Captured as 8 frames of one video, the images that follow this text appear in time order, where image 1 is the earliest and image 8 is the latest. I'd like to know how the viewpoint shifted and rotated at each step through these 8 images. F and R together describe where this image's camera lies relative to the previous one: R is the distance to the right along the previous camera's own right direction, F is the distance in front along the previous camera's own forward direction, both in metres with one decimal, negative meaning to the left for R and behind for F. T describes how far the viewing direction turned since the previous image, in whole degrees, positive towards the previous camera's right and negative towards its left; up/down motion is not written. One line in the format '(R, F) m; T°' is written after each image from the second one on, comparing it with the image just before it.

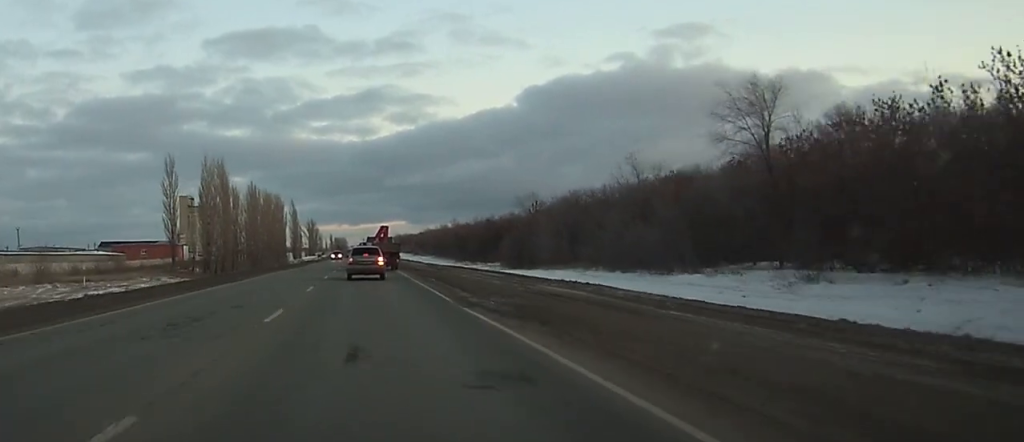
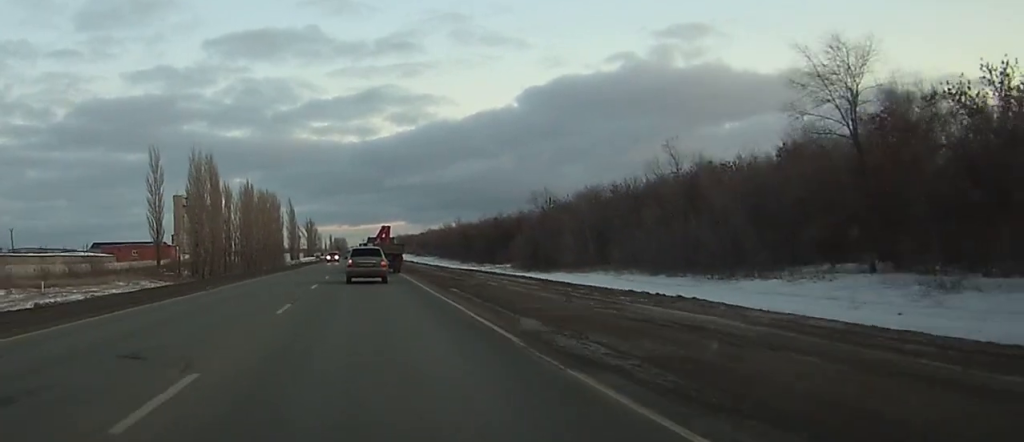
(0.0, +9.6) m; 0°
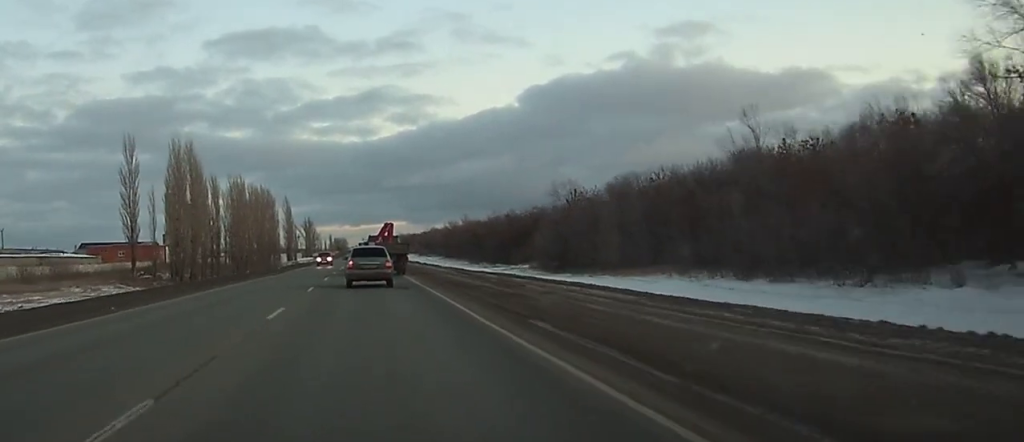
(0.0, +13.9) m; 0°
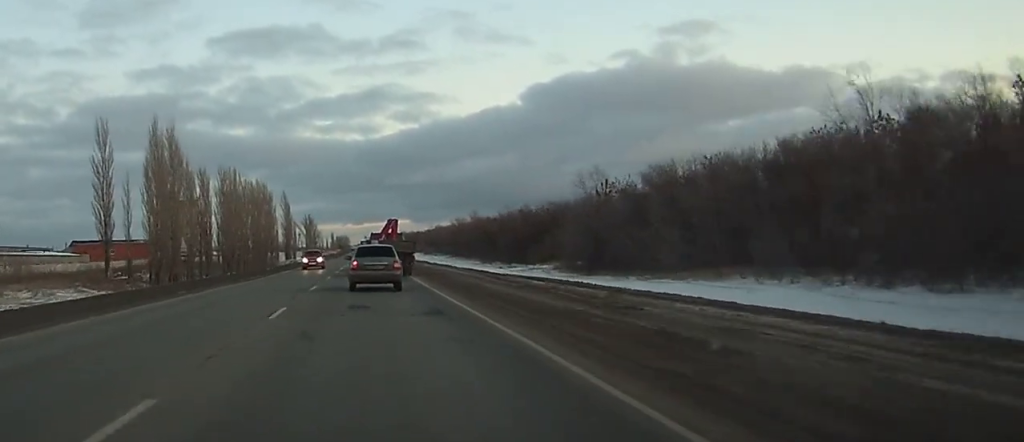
(0.0, +12.3) m; 0°
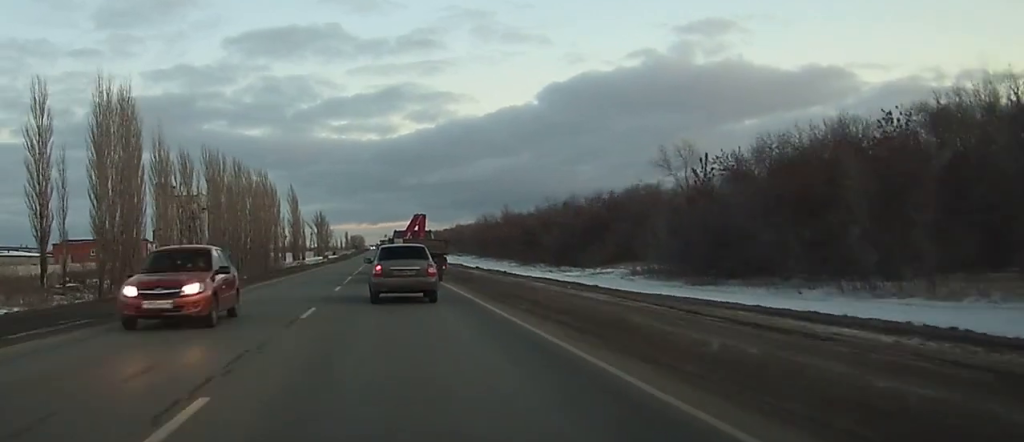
(0.0, +24.1) m; 0°
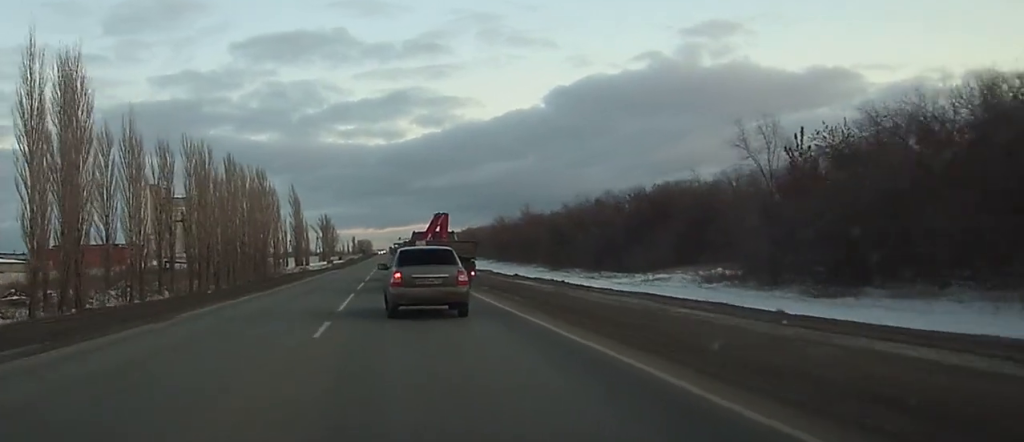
(0.0, +14.5) m; -1°
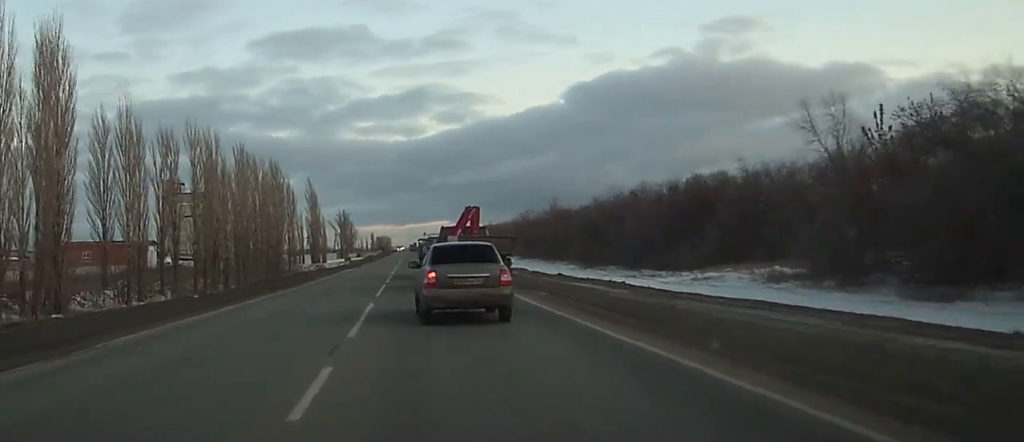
(0.0, +6.8) m; 0°
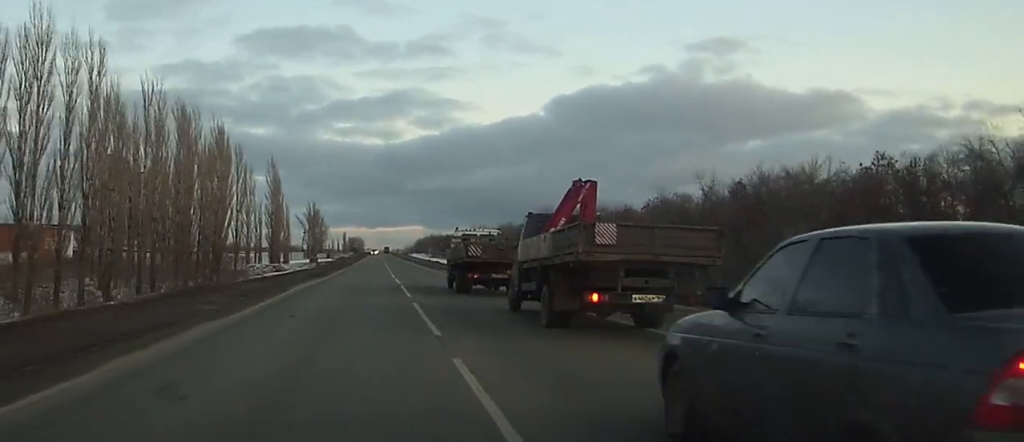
(-0.2, +34.3) m; 0°
